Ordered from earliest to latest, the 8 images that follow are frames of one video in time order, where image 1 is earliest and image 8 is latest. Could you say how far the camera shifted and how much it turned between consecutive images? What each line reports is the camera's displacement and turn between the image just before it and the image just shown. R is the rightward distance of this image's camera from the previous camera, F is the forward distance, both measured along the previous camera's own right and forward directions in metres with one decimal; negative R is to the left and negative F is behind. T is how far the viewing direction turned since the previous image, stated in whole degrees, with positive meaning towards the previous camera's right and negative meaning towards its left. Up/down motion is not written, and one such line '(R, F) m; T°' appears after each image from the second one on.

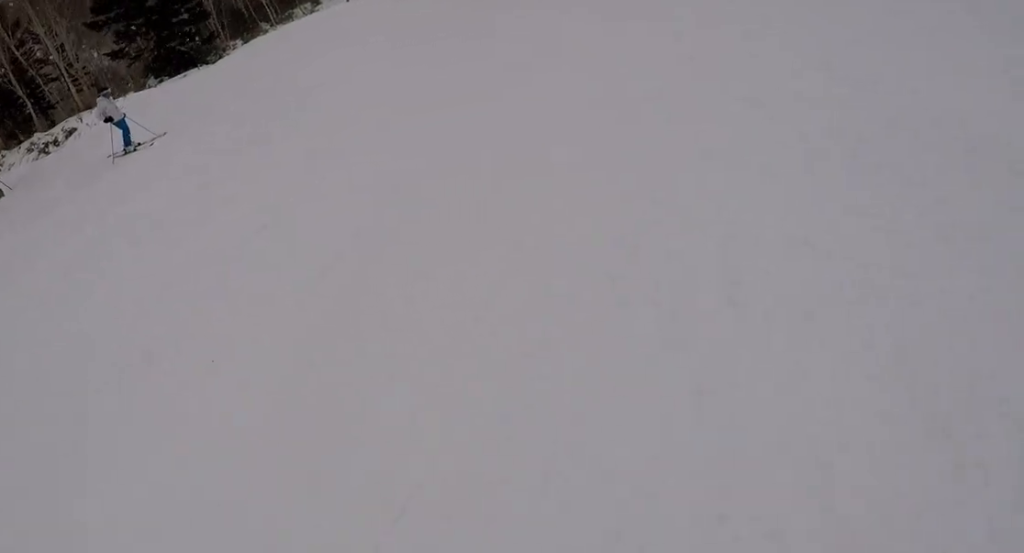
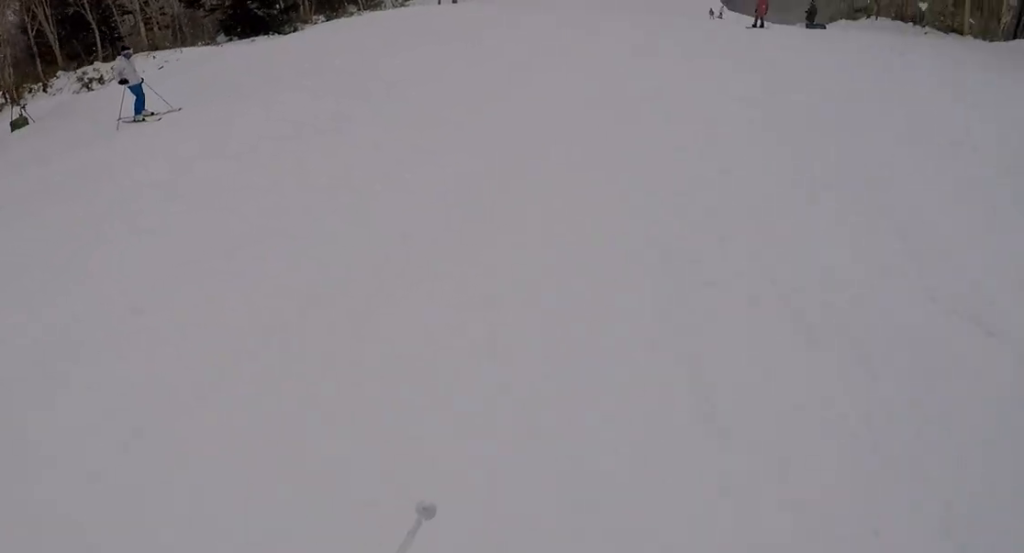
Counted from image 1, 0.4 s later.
(+0.4, +1.7) m; -6°
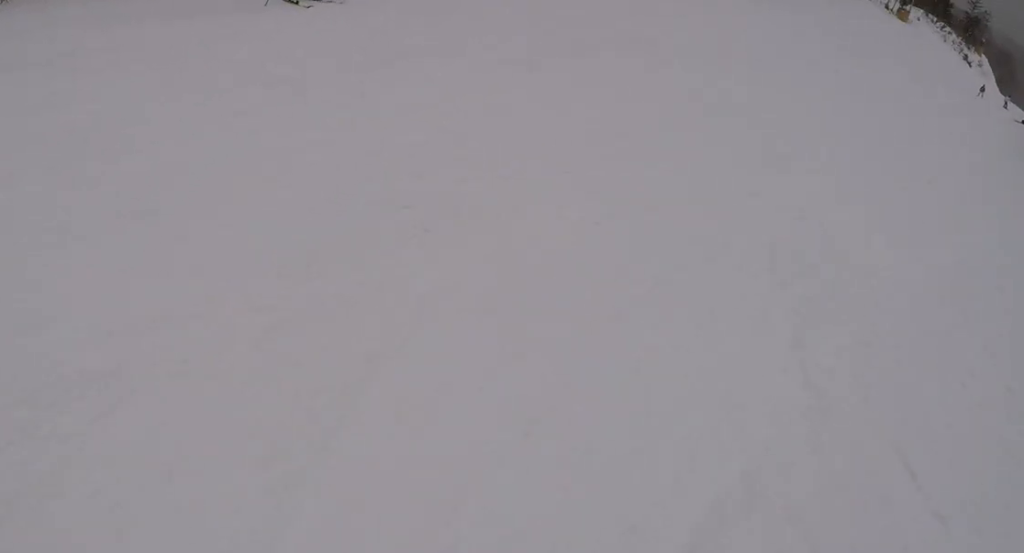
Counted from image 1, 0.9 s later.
(-1.1, +1.9) m; -12°
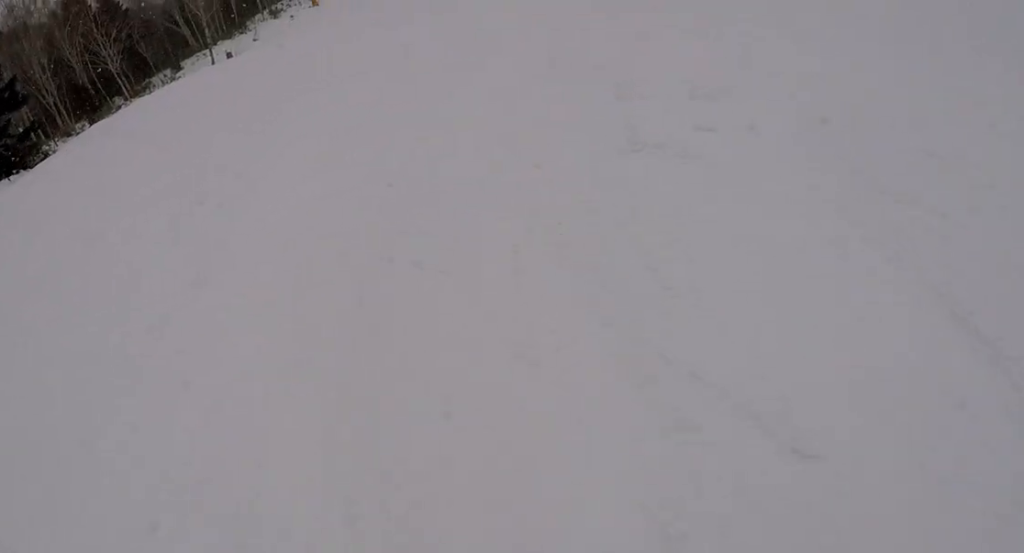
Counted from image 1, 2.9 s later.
(-0.3, +7.9) m; +7°
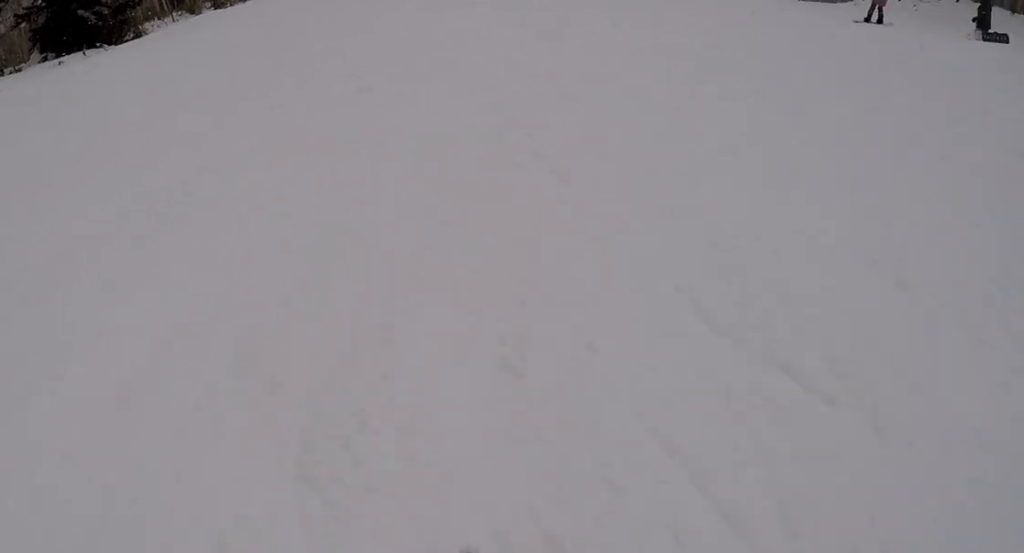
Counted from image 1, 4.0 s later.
(+0.2, +4.3) m; -4°
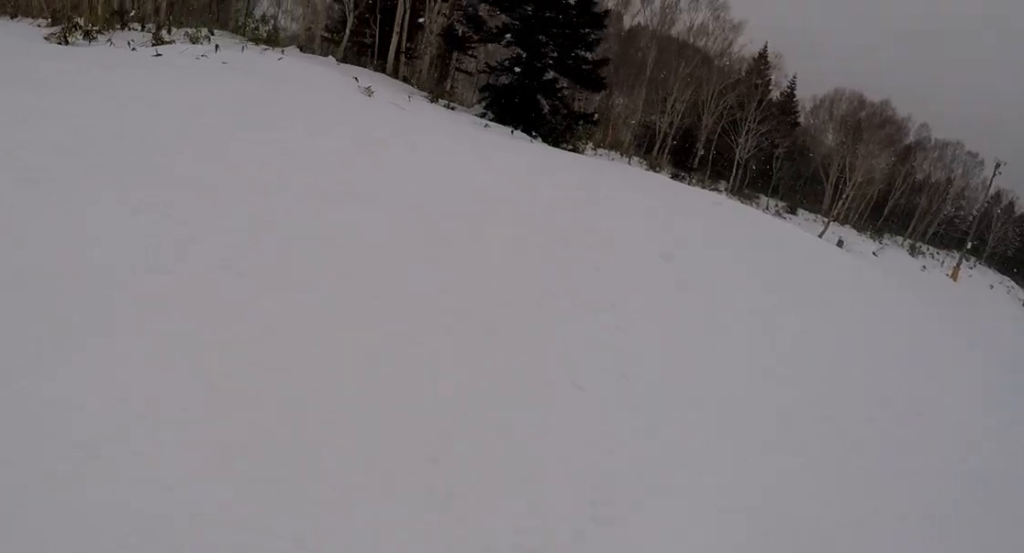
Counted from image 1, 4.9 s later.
(-0.3, +3.1) m; -16°
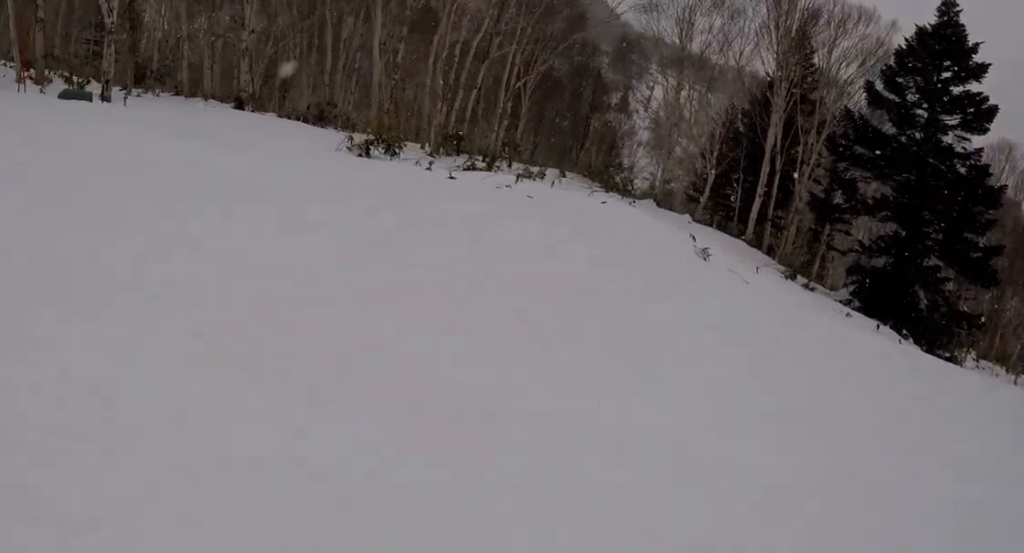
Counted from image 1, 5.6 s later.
(-0.4, +2.6) m; -12°
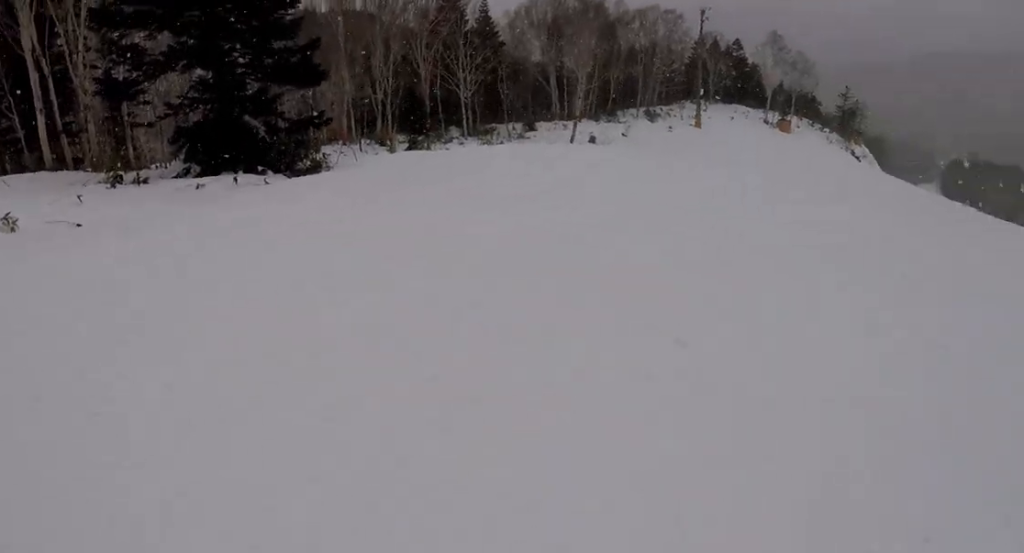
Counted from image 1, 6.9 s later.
(-0.2, +4.6) m; +6°
